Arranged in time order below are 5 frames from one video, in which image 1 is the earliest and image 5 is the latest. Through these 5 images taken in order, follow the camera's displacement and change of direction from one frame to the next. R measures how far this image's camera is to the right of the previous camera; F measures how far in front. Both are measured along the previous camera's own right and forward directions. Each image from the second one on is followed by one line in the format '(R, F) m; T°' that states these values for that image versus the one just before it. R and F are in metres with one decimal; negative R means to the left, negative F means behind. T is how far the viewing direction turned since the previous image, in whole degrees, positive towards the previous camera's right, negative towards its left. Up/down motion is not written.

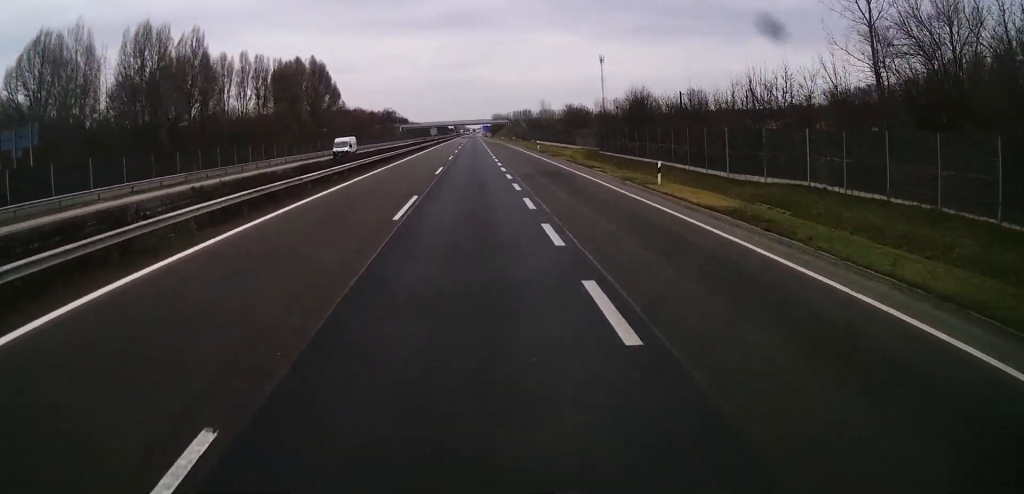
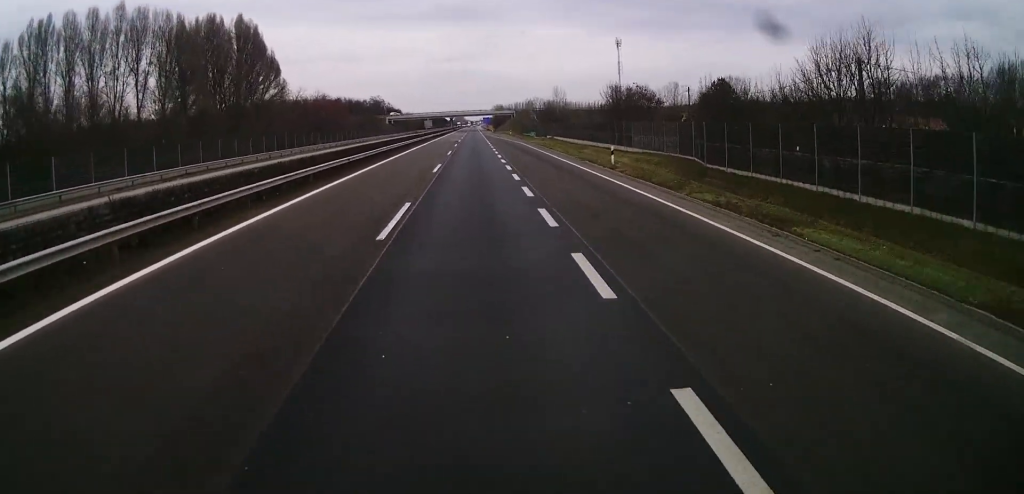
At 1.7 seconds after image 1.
(0.0, +40.3) m; -1°
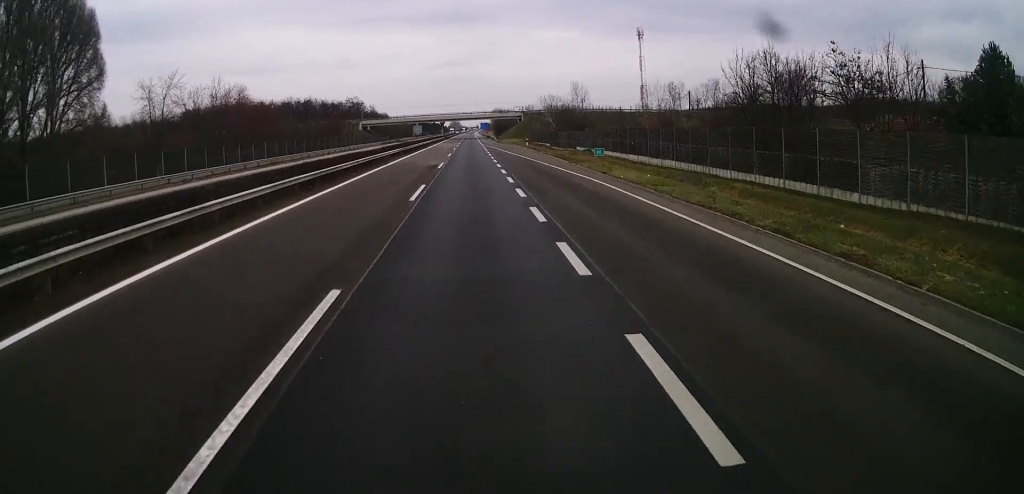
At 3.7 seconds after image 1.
(-0.6, +46.5) m; +1°
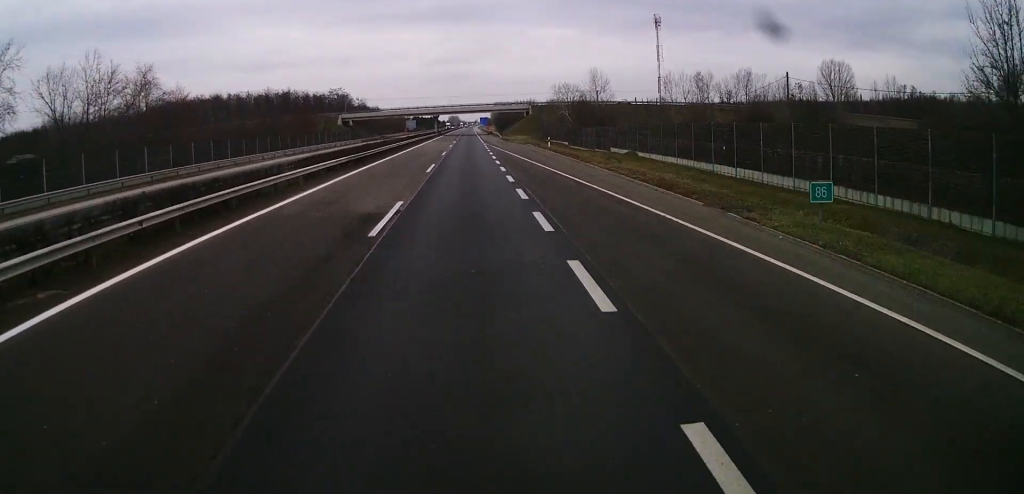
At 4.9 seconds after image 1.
(+0.6, +26.5) m; 0°
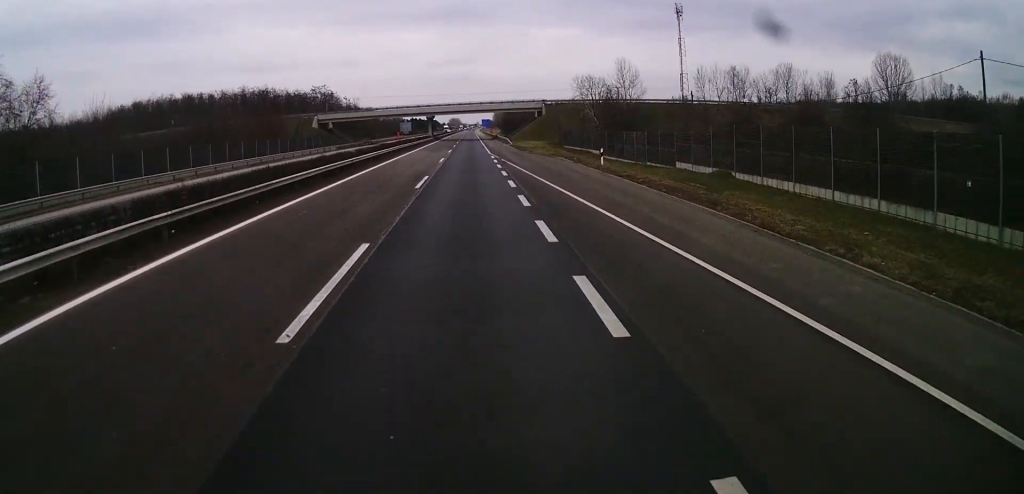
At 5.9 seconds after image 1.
(-0.5, +25.2) m; 0°
